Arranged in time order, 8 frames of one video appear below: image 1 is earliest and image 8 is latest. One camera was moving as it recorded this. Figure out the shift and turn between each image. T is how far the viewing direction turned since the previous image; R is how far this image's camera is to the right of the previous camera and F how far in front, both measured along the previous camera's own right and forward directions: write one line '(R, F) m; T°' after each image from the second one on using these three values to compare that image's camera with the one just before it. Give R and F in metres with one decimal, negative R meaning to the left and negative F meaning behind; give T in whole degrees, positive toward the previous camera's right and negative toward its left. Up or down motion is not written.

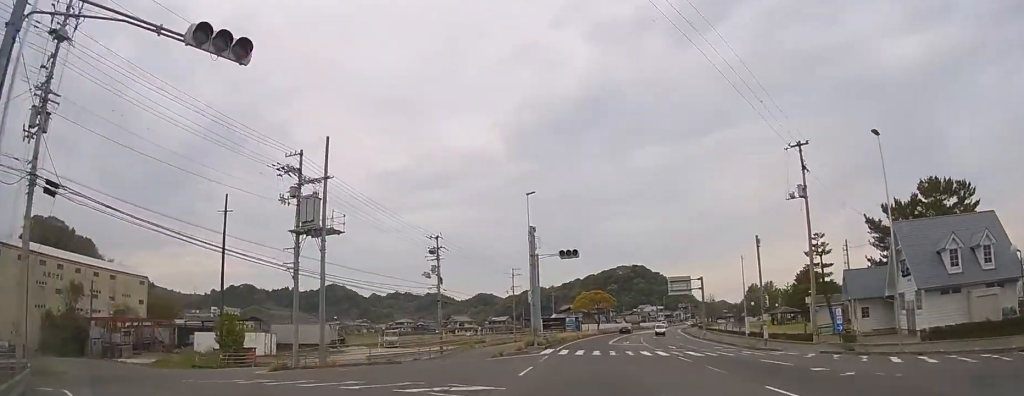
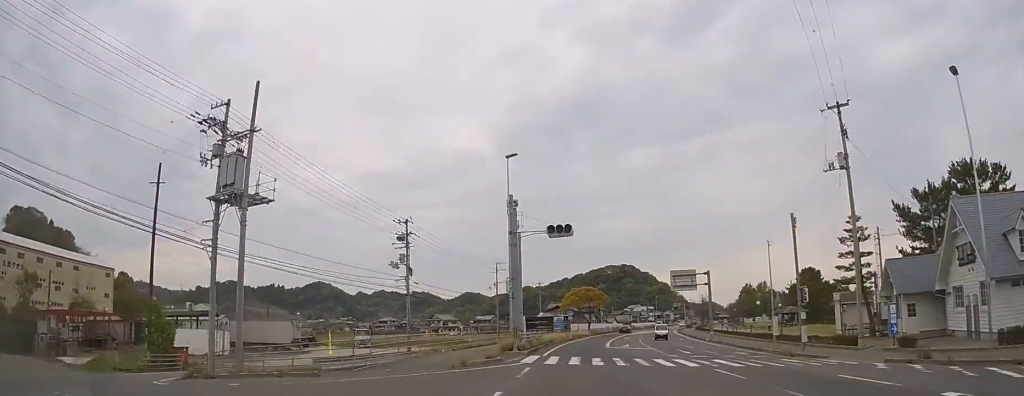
(+0.1, +6.8) m; +1°
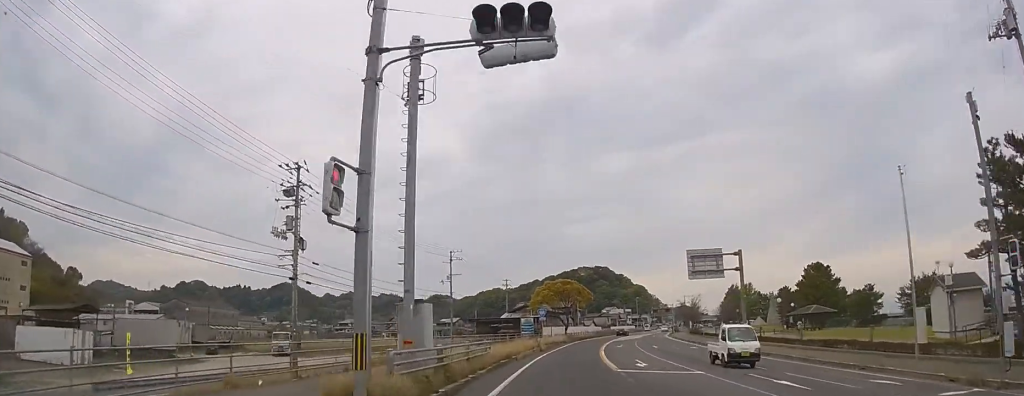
(+0.5, +15.8) m; +3°
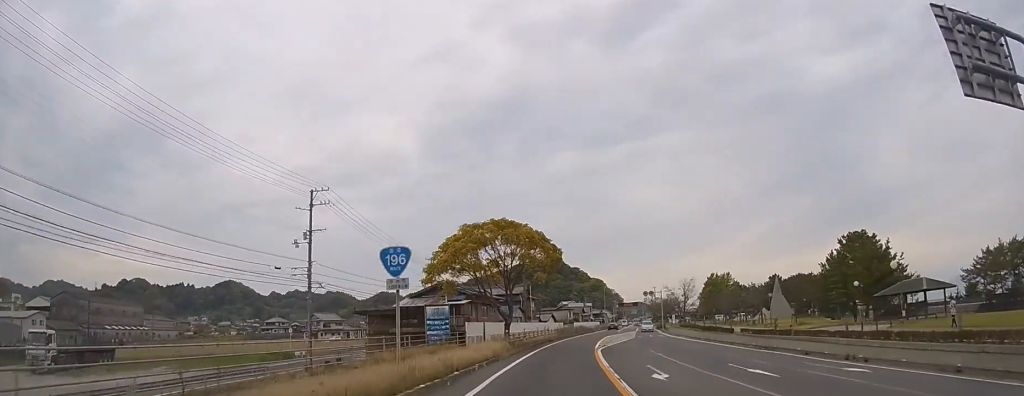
(+1.5, +28.6) m; +6°
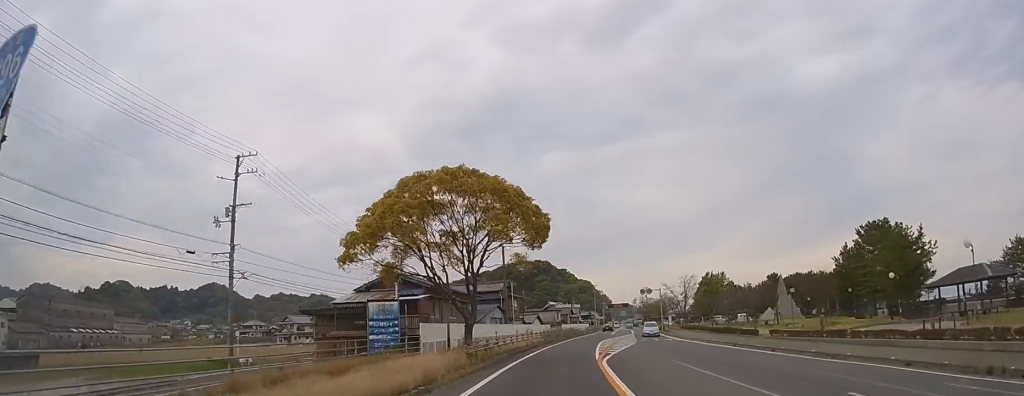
(0.0, +8.8) m; +2°
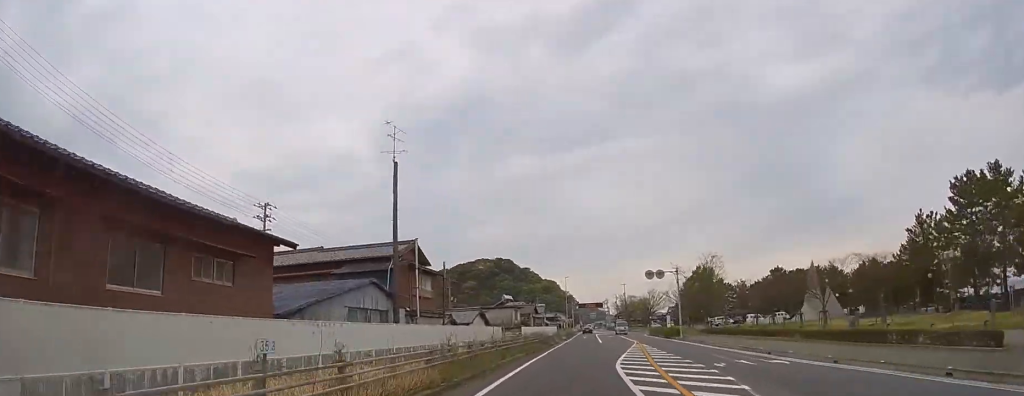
(+1.2, +26.3) m; +4°
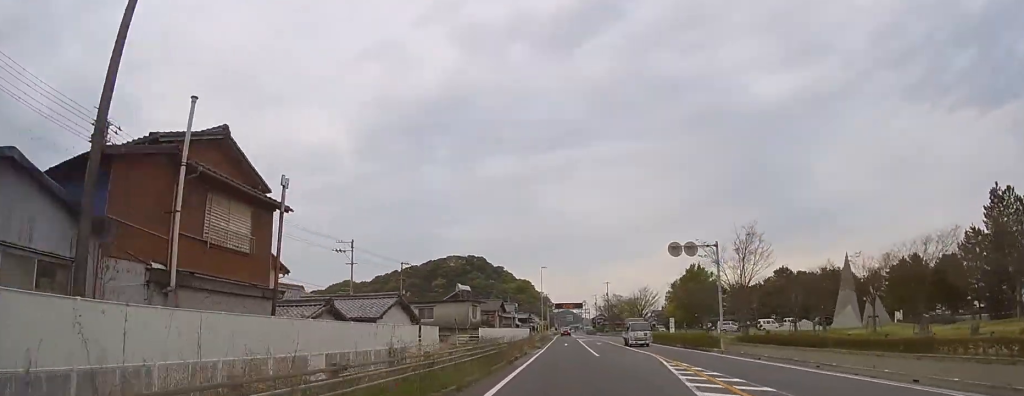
(+0.4, +15.9) m; +3°
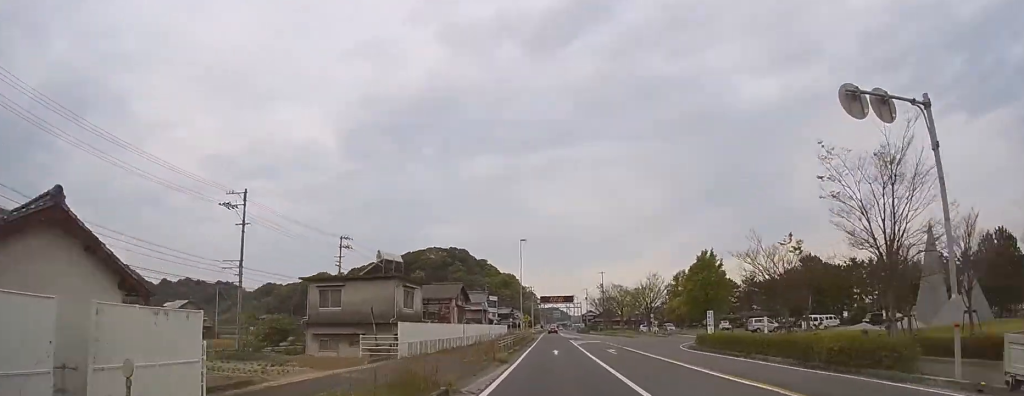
(+0.5, +19.5) m; +2°
